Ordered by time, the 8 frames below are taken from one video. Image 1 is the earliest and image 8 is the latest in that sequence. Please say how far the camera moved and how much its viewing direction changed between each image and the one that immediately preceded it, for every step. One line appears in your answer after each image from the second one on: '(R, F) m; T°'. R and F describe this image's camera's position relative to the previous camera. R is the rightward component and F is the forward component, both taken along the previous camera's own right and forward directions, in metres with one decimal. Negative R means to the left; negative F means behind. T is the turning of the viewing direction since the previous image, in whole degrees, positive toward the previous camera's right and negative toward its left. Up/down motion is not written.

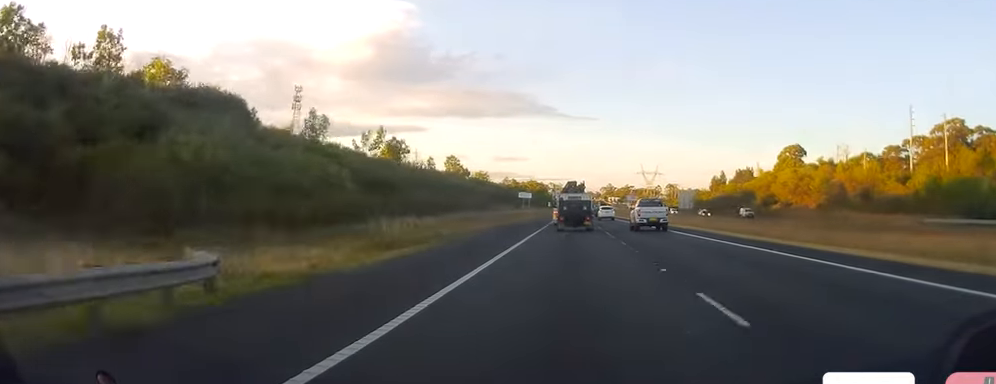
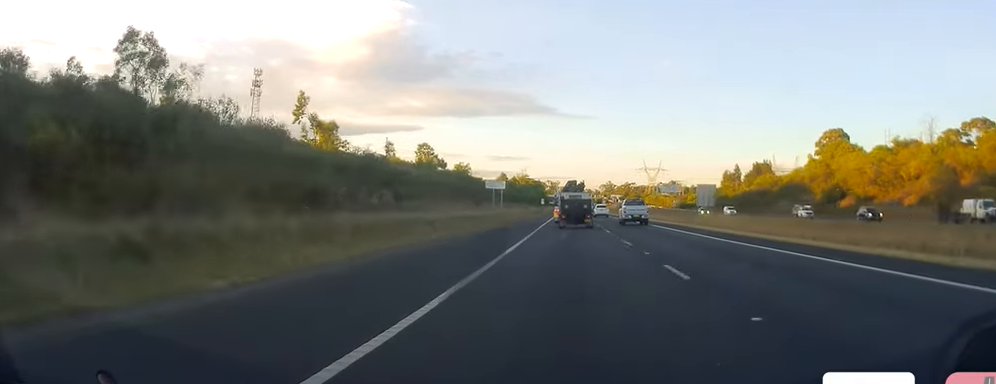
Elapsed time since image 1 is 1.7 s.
(-0.1, +42.6) m; -1°
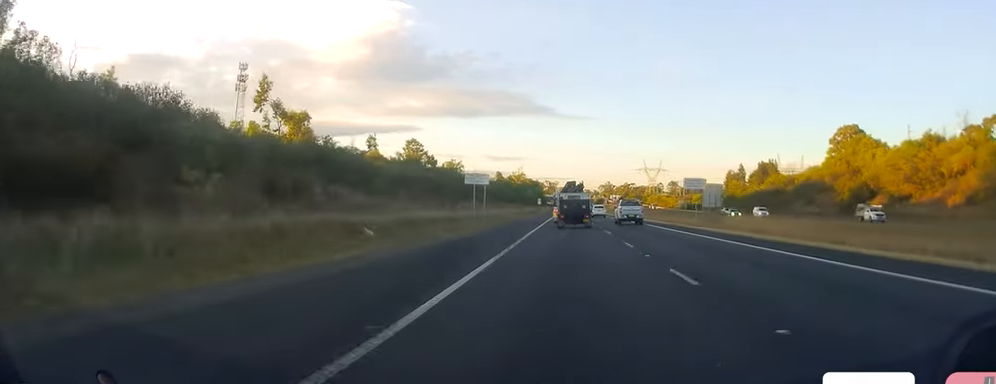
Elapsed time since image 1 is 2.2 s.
(-0.2, +12.9) m; 0°
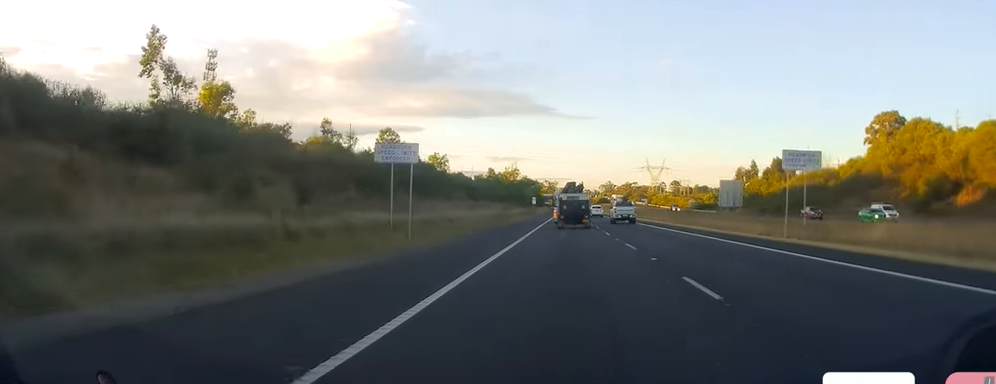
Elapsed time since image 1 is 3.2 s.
(+0.3, +25.9) m; 0°
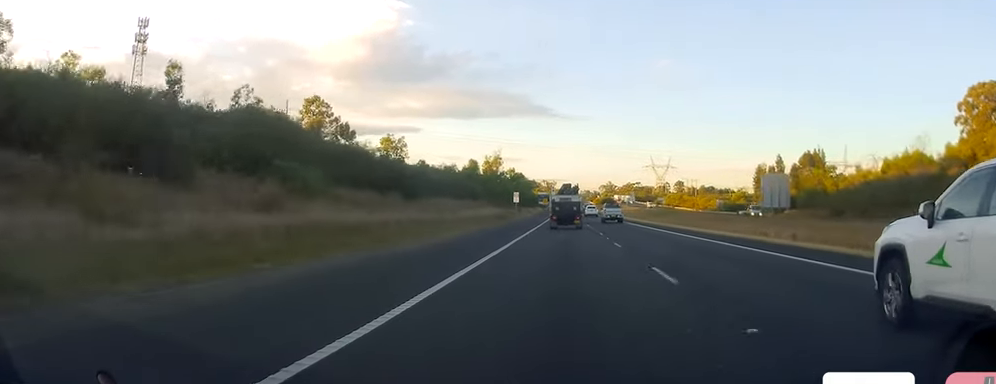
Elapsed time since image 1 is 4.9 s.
(+0.7, +46.1) m; +1°
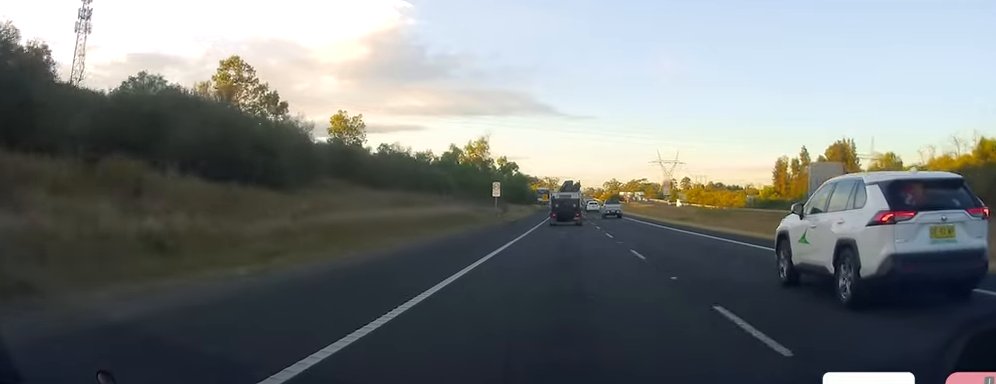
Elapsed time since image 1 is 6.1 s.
(-0.5, +30.6) m; 0°
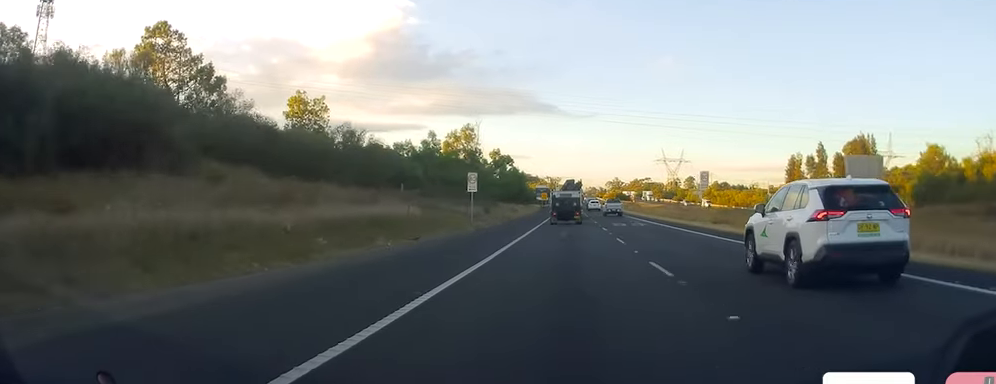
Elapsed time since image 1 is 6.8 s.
(+0.4, +17.4) m; 0°
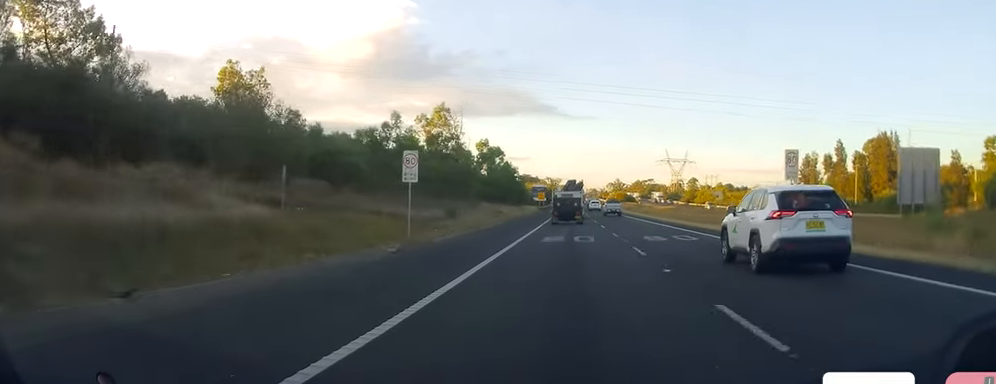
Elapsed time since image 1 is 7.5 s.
(-0.2, +19.0) m; -1°
